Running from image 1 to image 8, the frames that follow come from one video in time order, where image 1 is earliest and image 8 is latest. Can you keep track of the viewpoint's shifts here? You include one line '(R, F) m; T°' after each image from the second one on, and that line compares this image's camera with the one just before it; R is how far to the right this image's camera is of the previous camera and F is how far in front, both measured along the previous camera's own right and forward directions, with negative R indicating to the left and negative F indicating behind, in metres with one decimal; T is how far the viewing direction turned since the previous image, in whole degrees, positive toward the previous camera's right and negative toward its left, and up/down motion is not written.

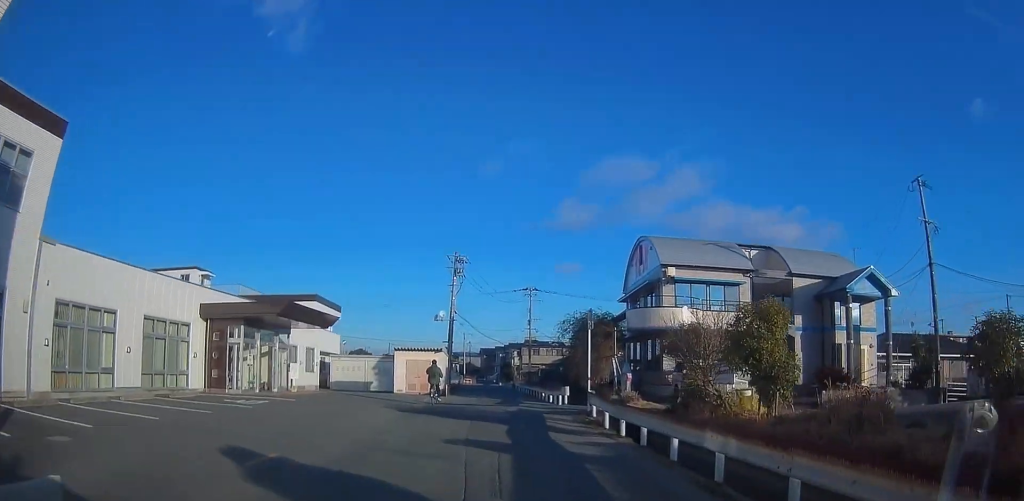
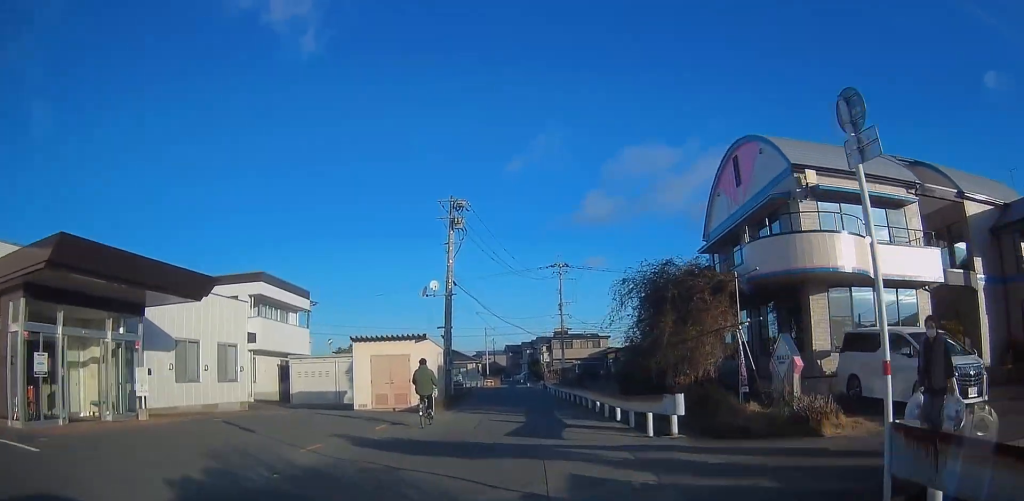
(0.0, +13.9) m; 0°
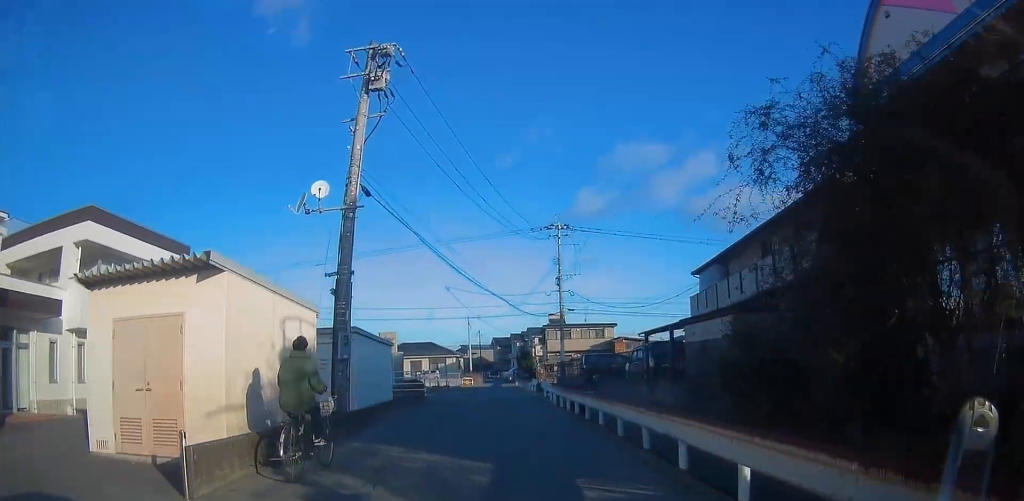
(0.0, +14.9) m; +1°
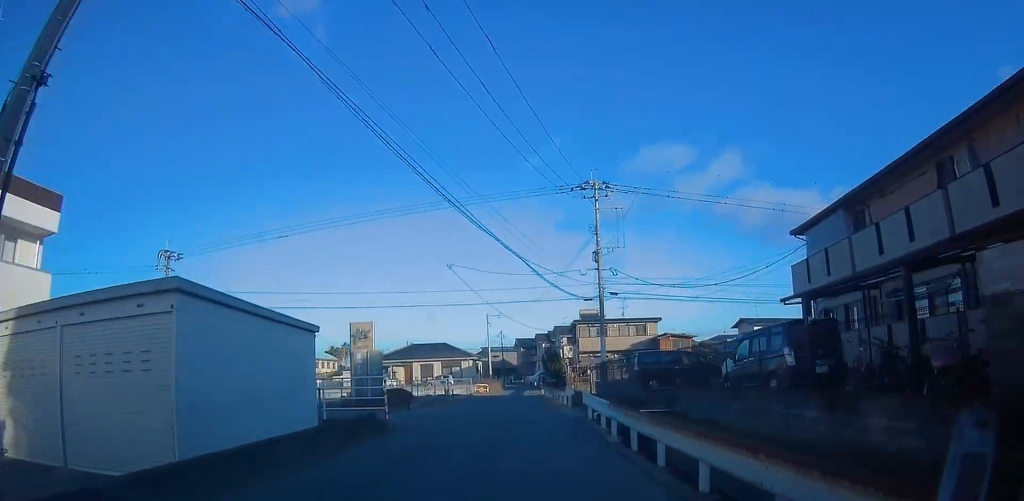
(+0.1, +10.7) m; +1°
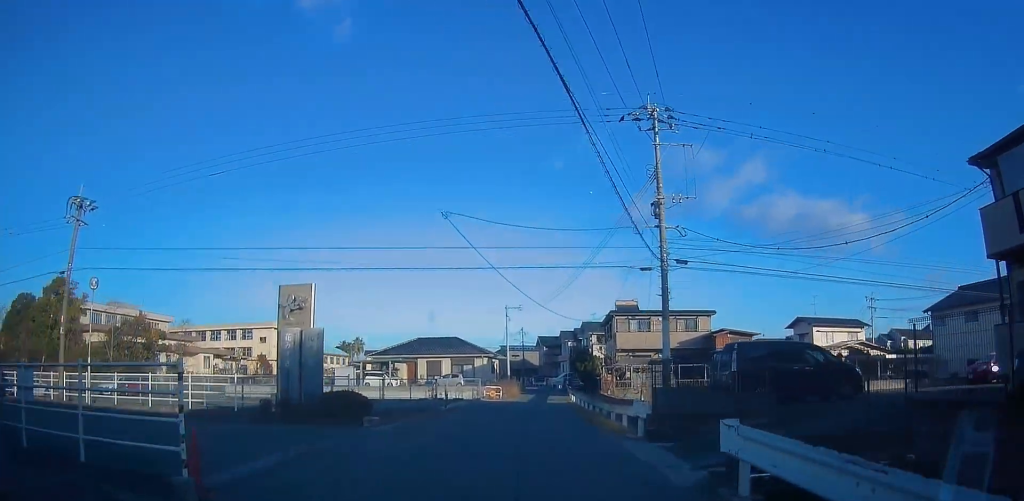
(+0.1, +10.0) m; 0°
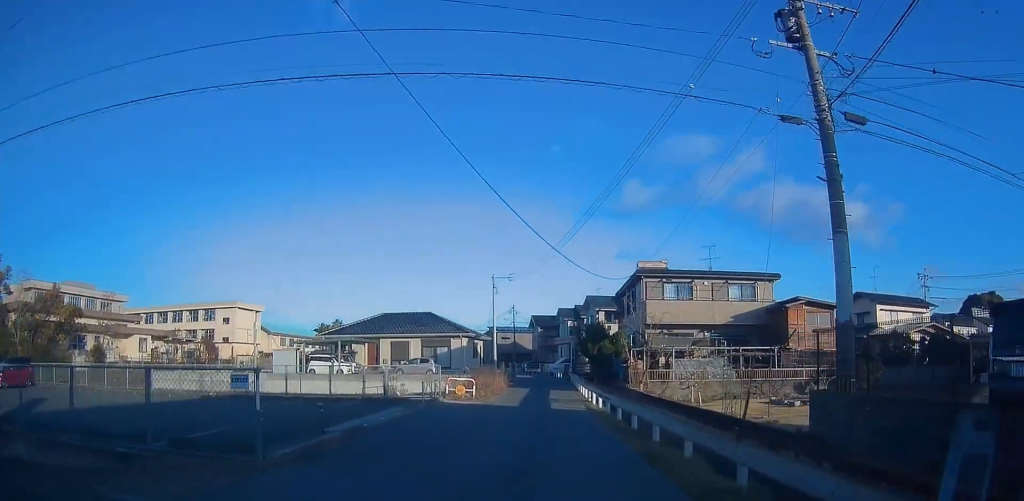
(0.0, +13.7) m; -2°
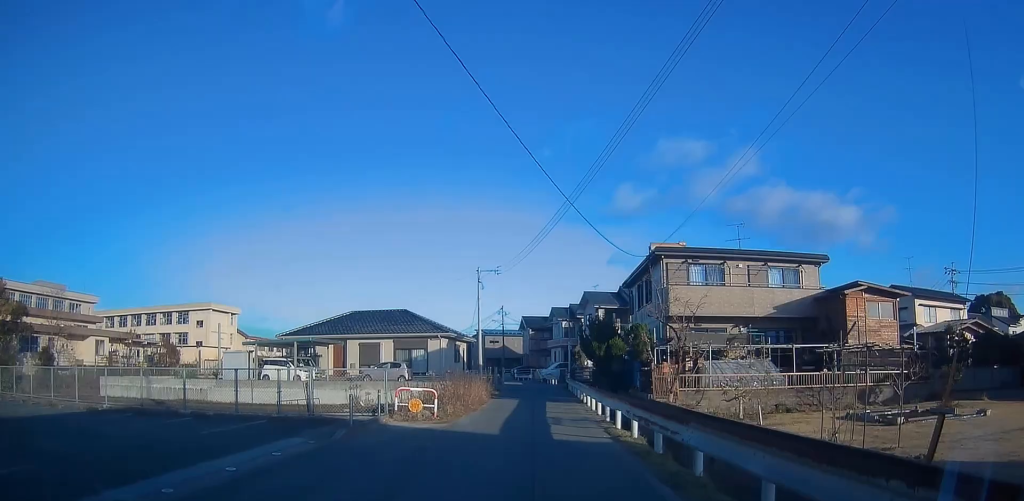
(+0.2, +6.9) m; -2°
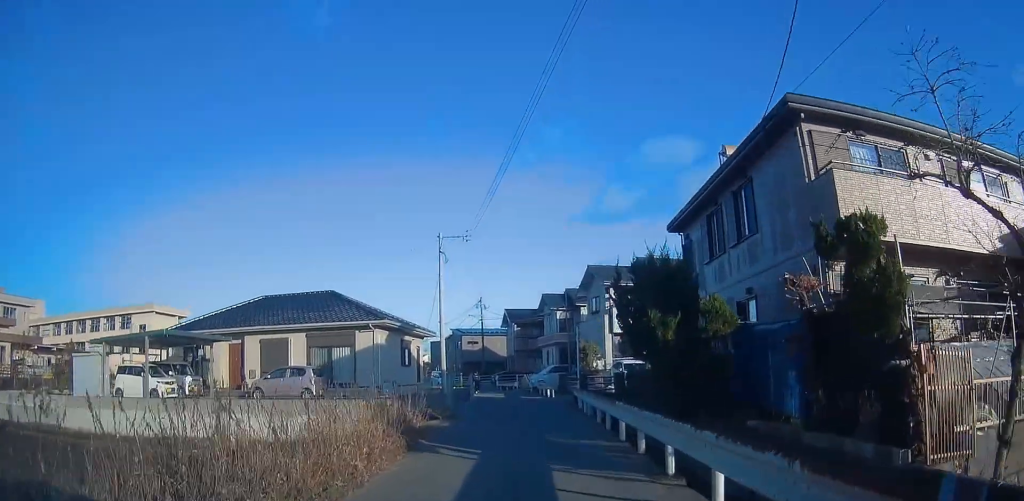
(-1.3, +16.1) m; -6°
